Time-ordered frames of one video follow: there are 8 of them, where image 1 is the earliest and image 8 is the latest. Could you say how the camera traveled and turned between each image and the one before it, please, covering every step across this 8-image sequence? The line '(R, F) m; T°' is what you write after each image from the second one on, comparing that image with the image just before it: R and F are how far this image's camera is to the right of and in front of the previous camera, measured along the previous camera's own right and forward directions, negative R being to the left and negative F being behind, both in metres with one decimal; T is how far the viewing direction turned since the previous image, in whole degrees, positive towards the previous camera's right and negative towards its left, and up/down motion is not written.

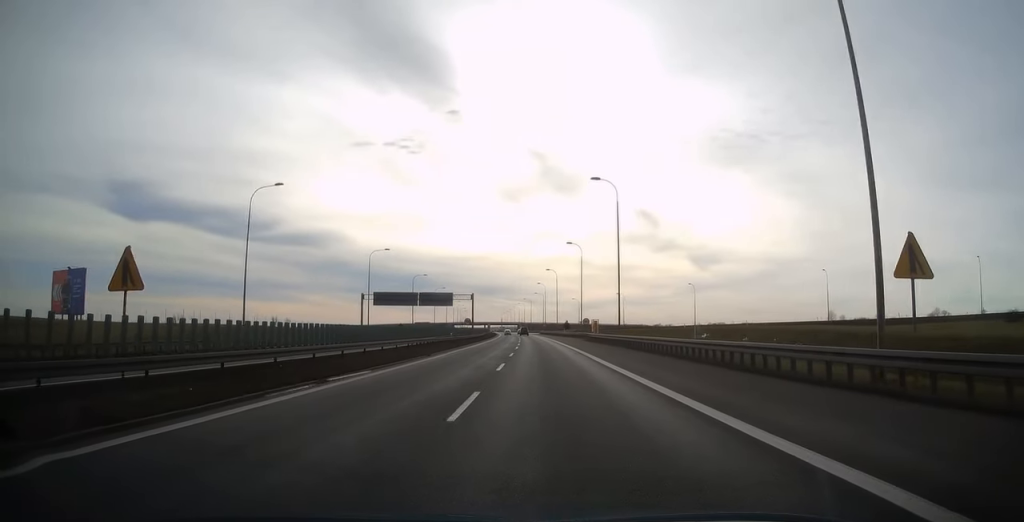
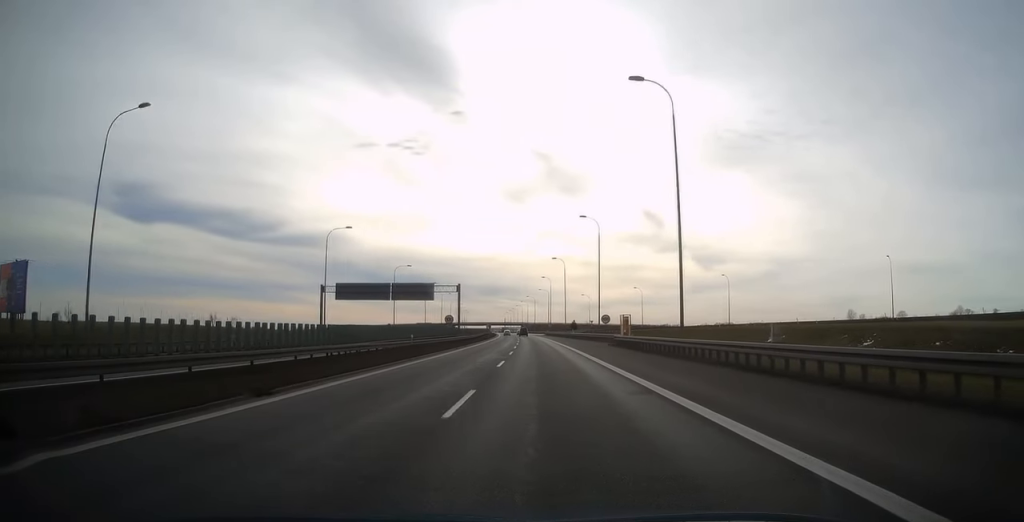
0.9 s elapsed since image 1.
(-0.1, +21.6) m; 0°
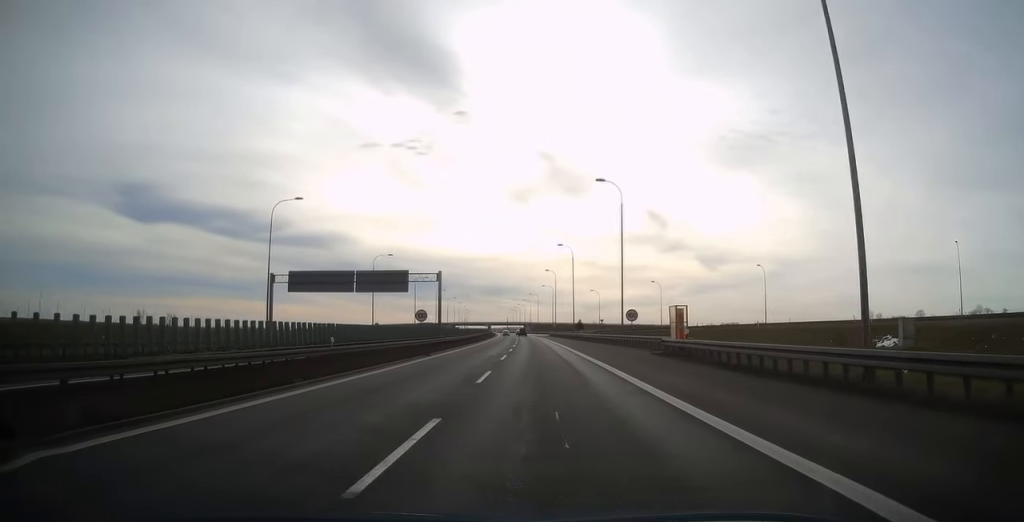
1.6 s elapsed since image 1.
(-0.1, +17.4) m; 0°
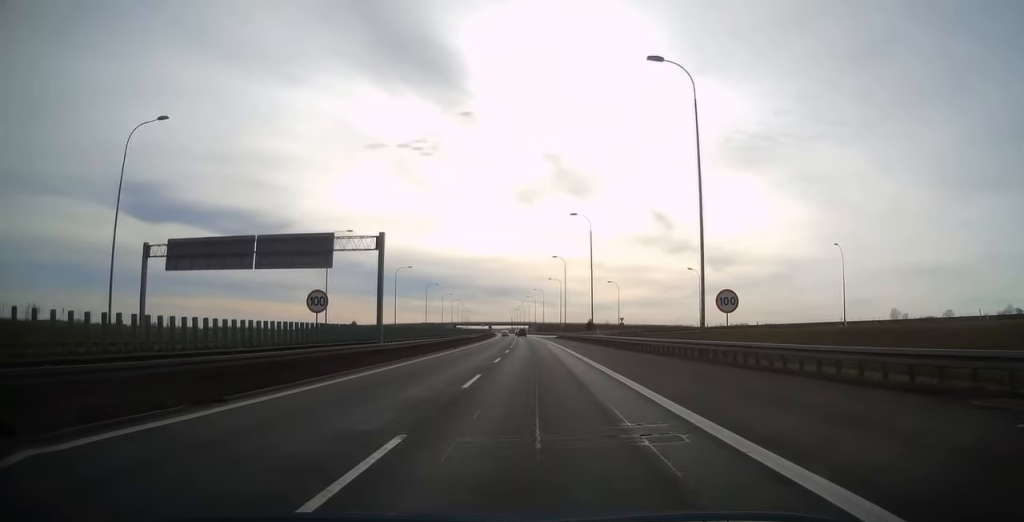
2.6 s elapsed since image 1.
(-0.1, +25.0) m; -1°
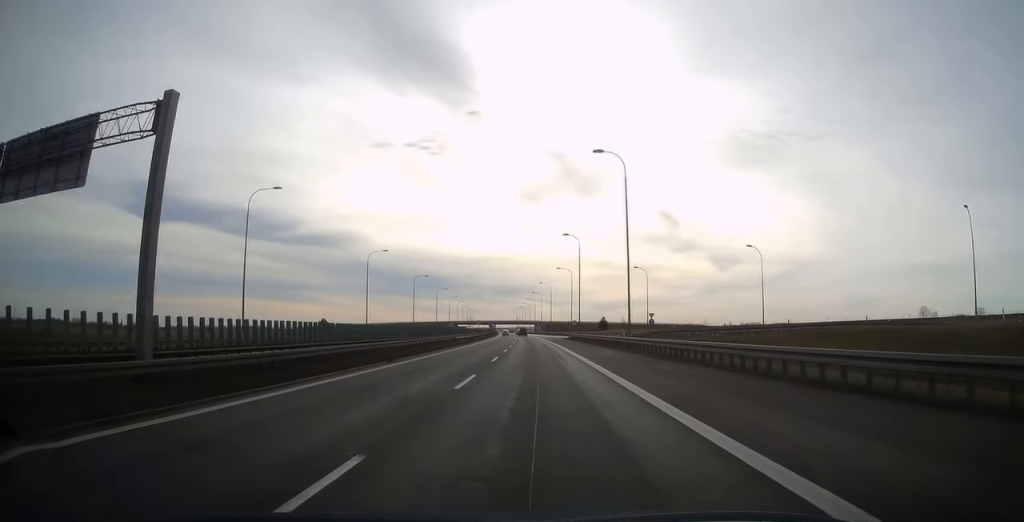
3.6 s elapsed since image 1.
(-0.2, +24.1) m; -1°
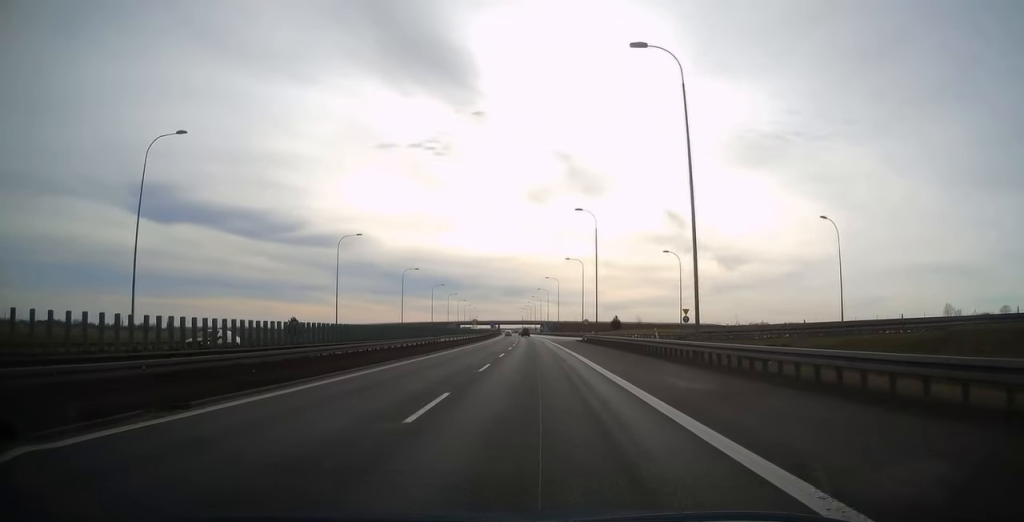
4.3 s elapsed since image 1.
(-0.1, +17.4) m; 0°
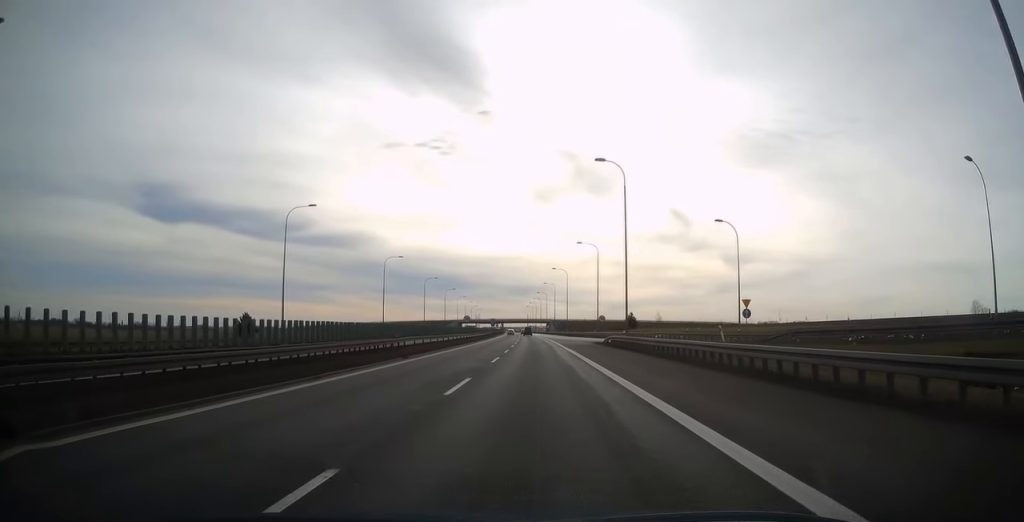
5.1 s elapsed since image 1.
(0.0, +19.1) m; 0°
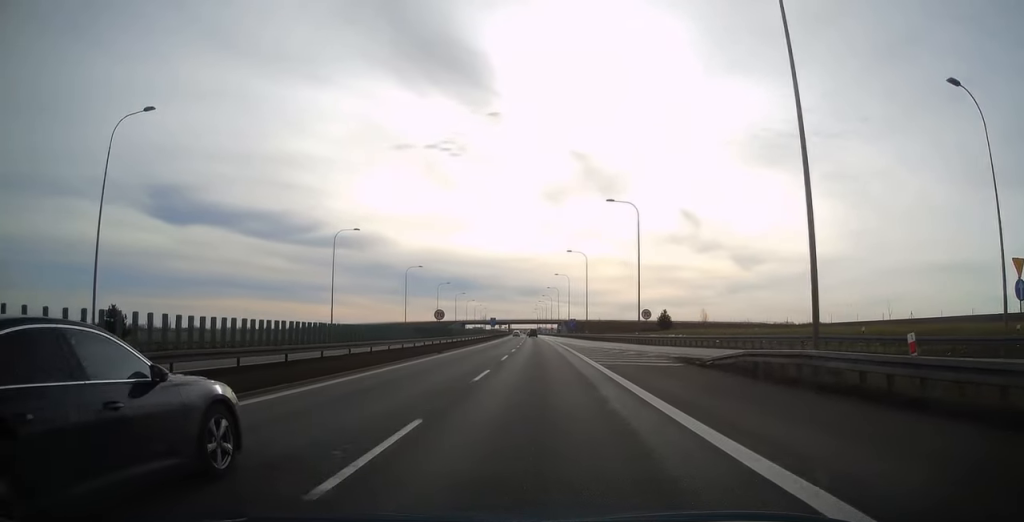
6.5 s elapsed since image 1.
(-0.3, +30.7) m; -1°
